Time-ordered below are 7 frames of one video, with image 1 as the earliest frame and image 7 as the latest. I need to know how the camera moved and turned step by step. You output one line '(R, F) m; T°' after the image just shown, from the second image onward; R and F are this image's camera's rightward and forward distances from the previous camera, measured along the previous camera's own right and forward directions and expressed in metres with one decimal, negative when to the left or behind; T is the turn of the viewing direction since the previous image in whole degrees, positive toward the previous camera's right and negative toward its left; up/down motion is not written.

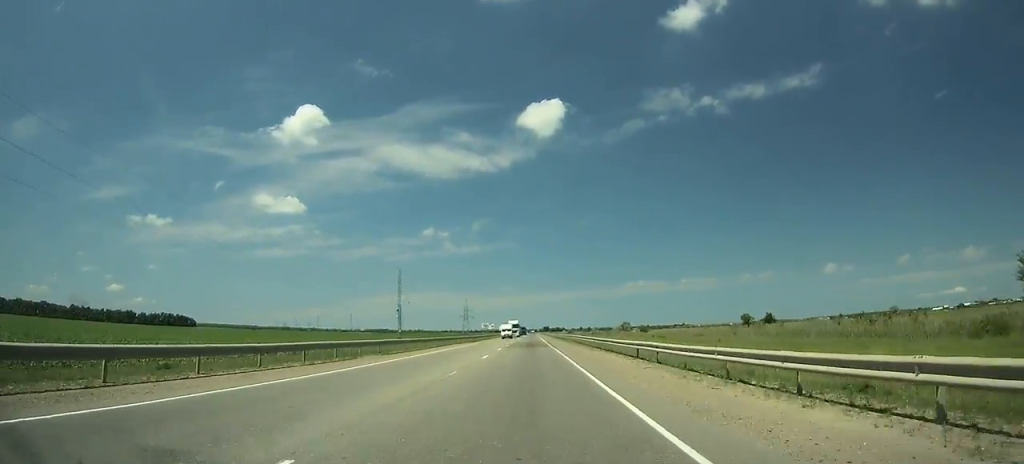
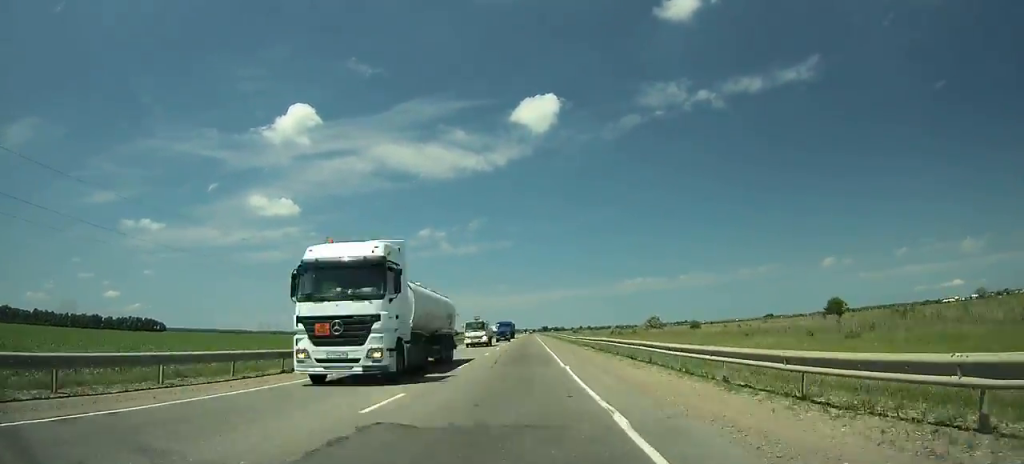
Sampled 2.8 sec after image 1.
(+0.3, +65.4) m; 0°
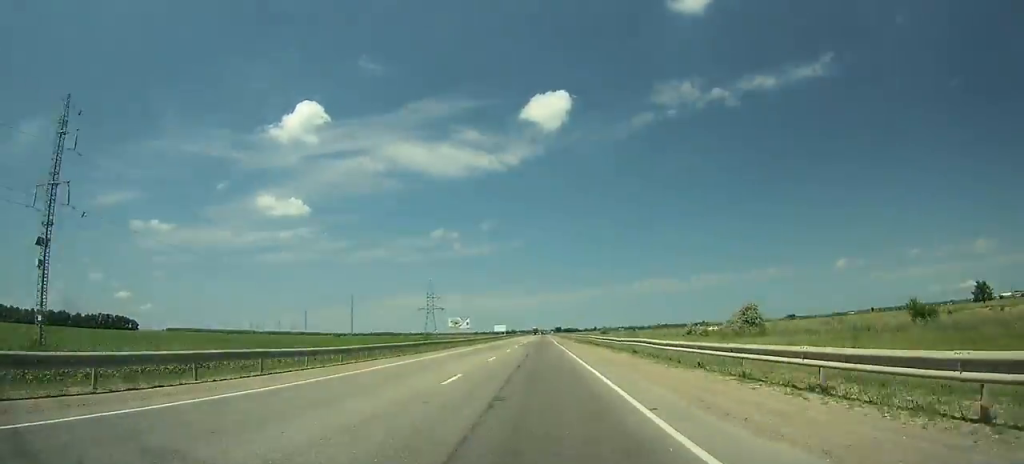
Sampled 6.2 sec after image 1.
(-0.2, +78.8) m; 0°
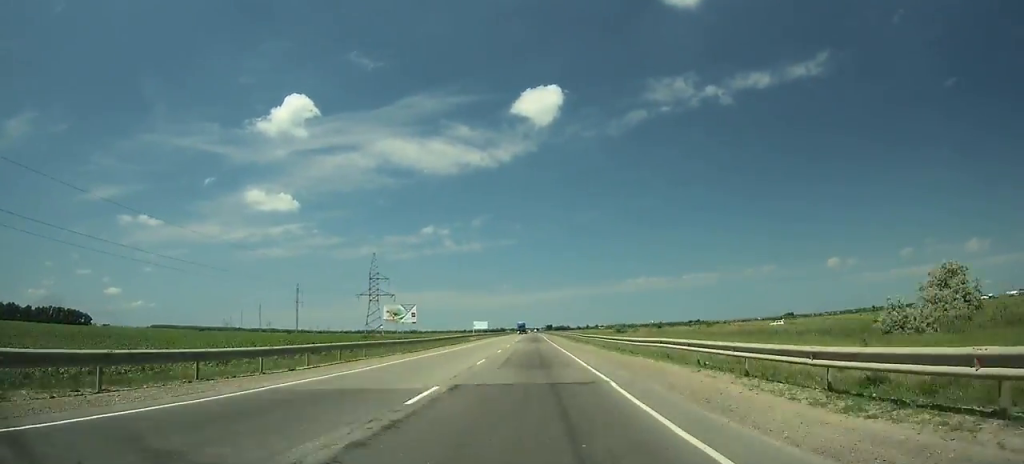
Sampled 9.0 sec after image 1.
(0.0, +65.1) m; 0°
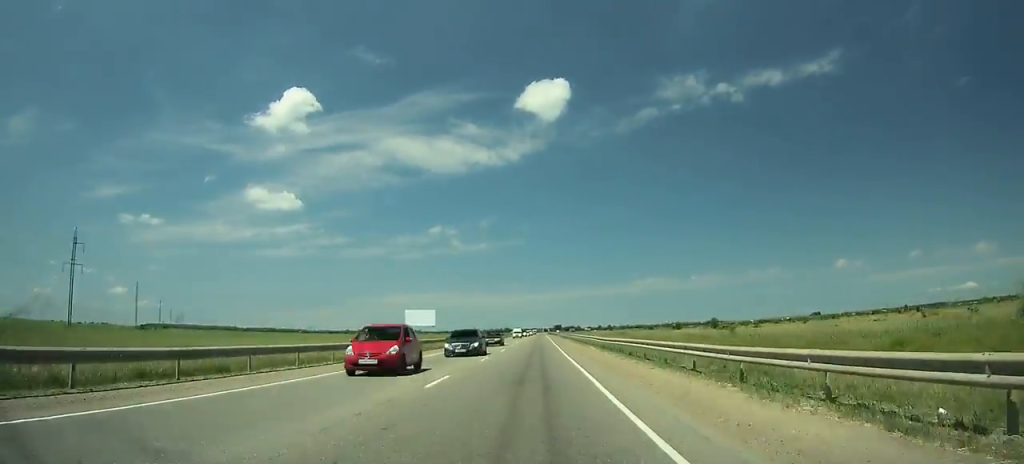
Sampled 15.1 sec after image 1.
(+0.2, +146.6) m; 0°
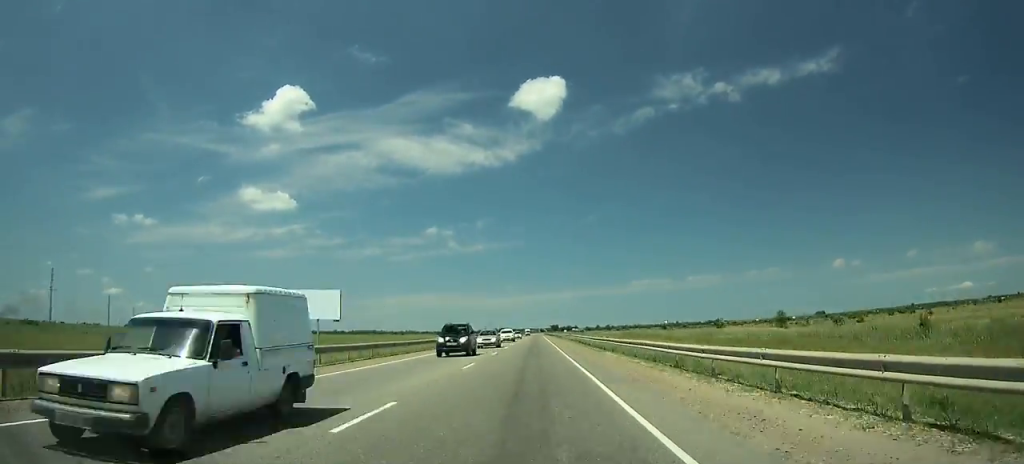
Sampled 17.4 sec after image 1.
(-0.1, +58.0) m; 0°
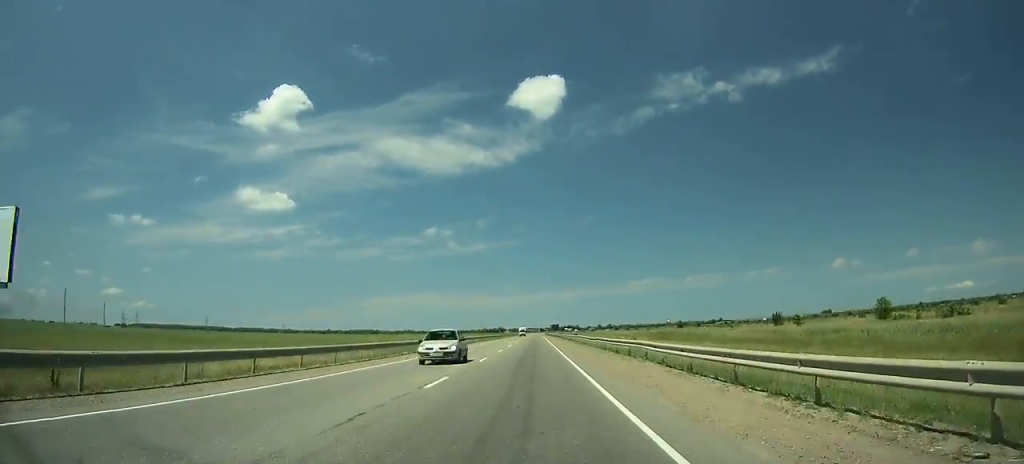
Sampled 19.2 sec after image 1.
(0.0, +46.6) m; 0°
